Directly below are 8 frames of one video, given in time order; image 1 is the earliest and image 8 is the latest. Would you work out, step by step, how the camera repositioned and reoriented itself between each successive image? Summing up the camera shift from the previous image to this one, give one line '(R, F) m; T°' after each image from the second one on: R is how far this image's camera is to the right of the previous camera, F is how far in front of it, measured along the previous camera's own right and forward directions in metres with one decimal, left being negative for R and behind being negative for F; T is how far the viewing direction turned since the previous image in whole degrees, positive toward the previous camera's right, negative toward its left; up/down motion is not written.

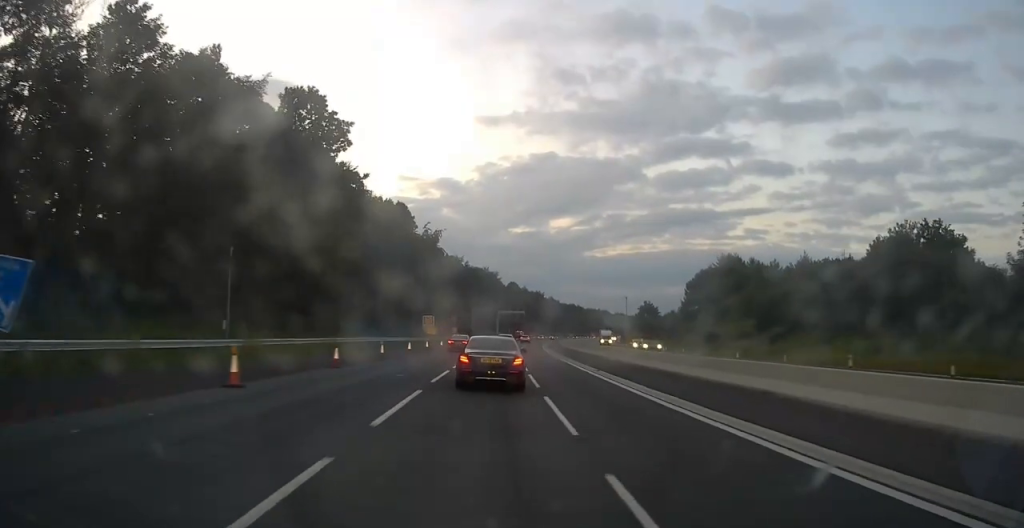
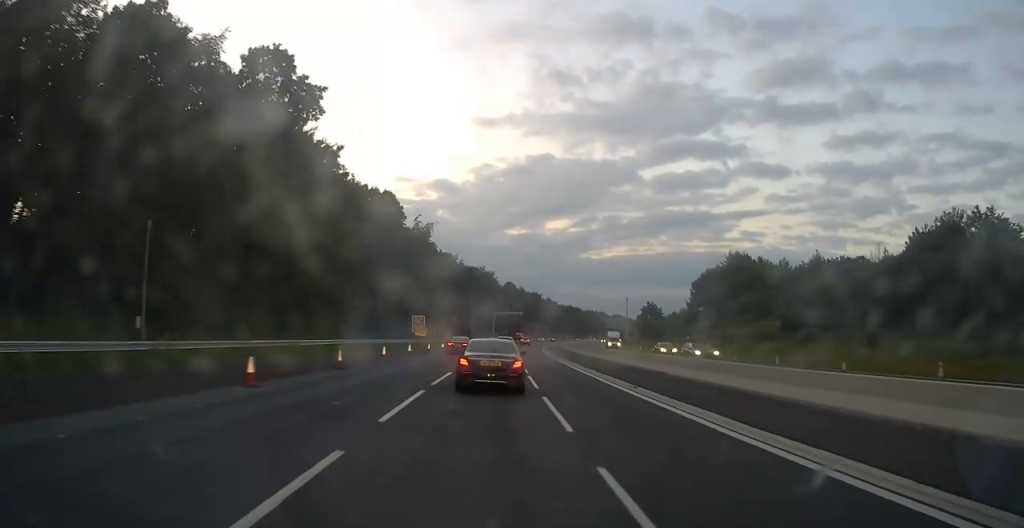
(0.0, +8.5) m; 0°
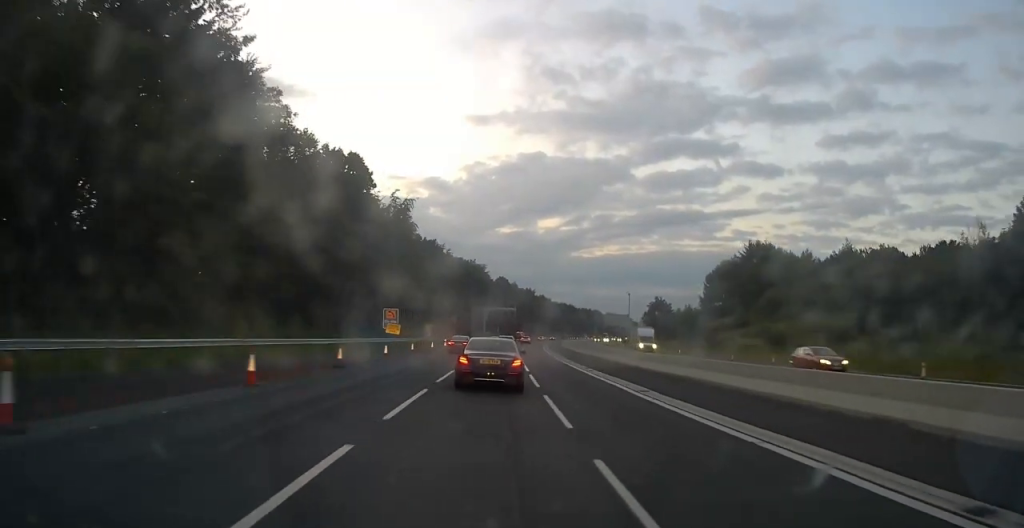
(+0.2, +17.7) m; +1°
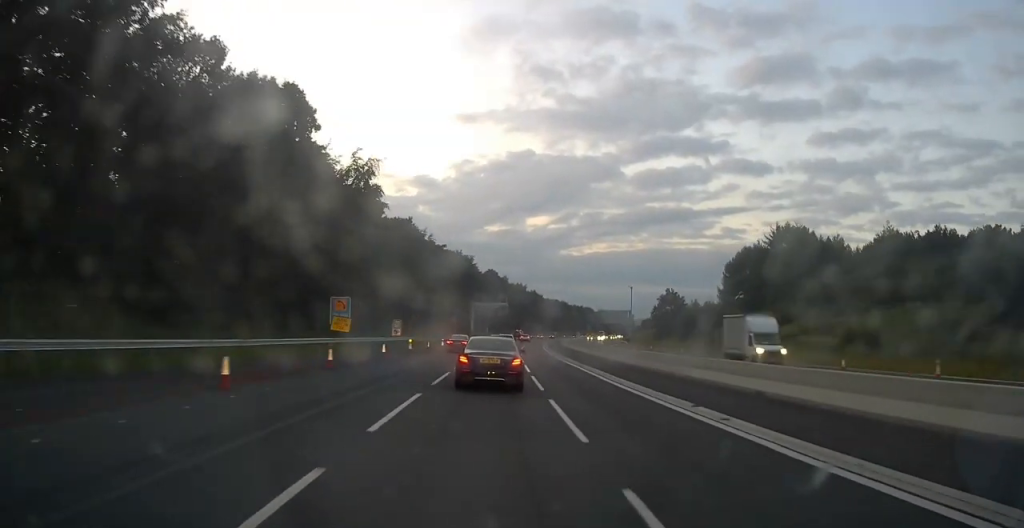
(+0.1, +19.7) m; +1°
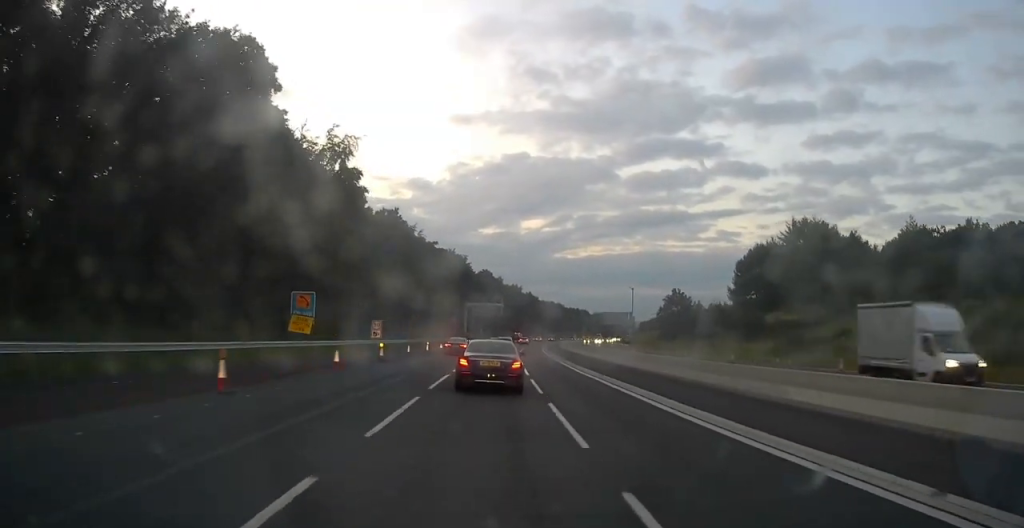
(-0.1, +9.2) m; 0°
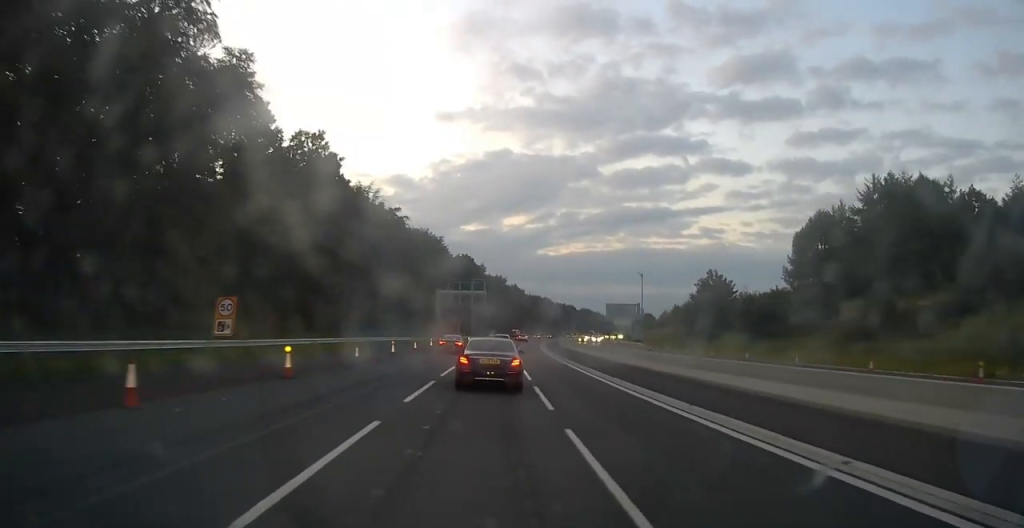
(+0.7, +31.7) m; +2°
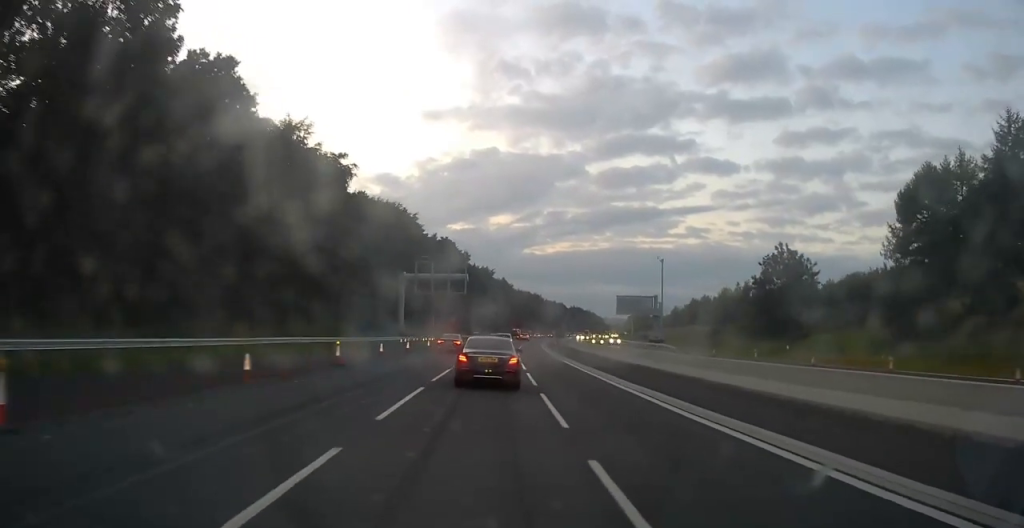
(+0.3, +30.3) m; +1°
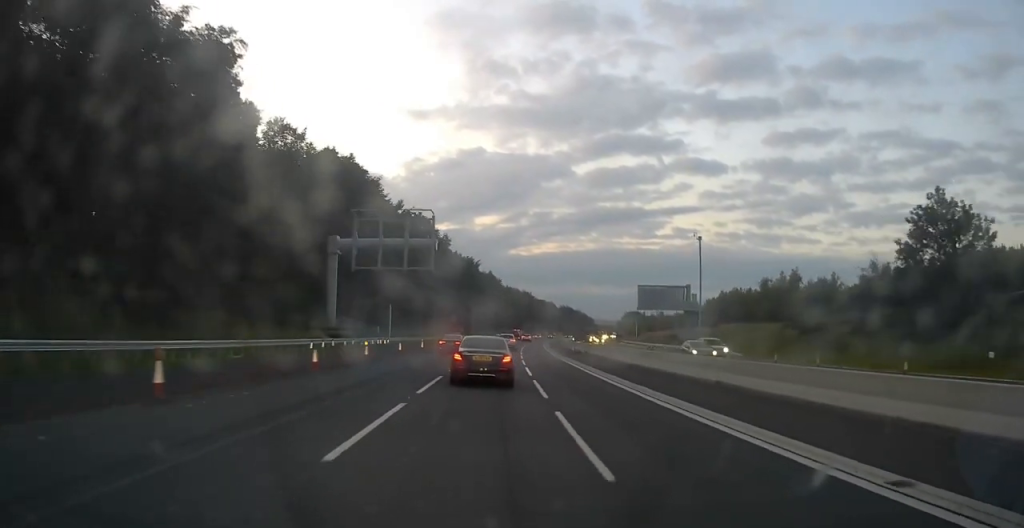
(+0.5, +31.0) m; +1°
